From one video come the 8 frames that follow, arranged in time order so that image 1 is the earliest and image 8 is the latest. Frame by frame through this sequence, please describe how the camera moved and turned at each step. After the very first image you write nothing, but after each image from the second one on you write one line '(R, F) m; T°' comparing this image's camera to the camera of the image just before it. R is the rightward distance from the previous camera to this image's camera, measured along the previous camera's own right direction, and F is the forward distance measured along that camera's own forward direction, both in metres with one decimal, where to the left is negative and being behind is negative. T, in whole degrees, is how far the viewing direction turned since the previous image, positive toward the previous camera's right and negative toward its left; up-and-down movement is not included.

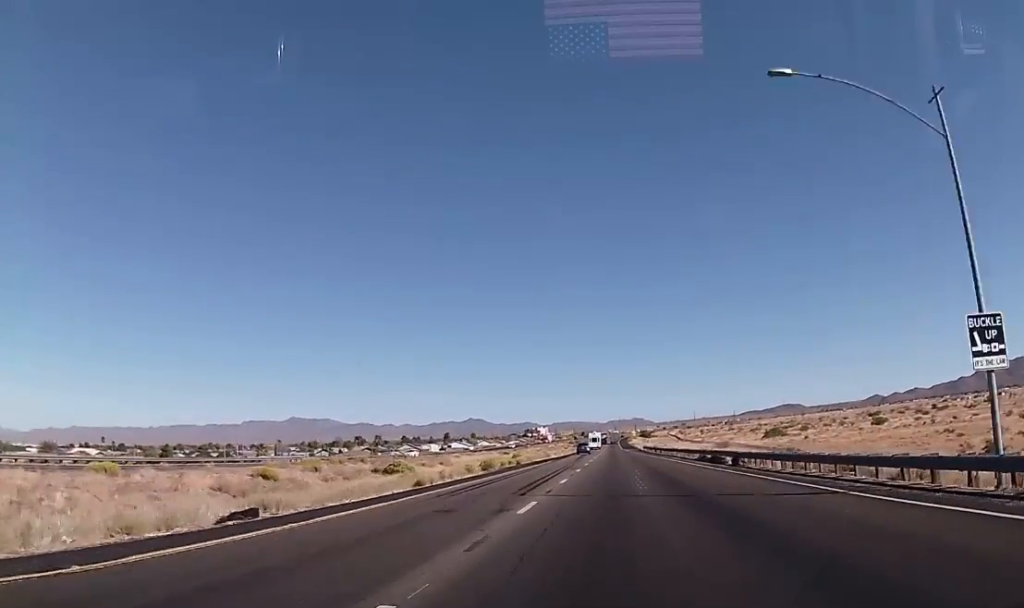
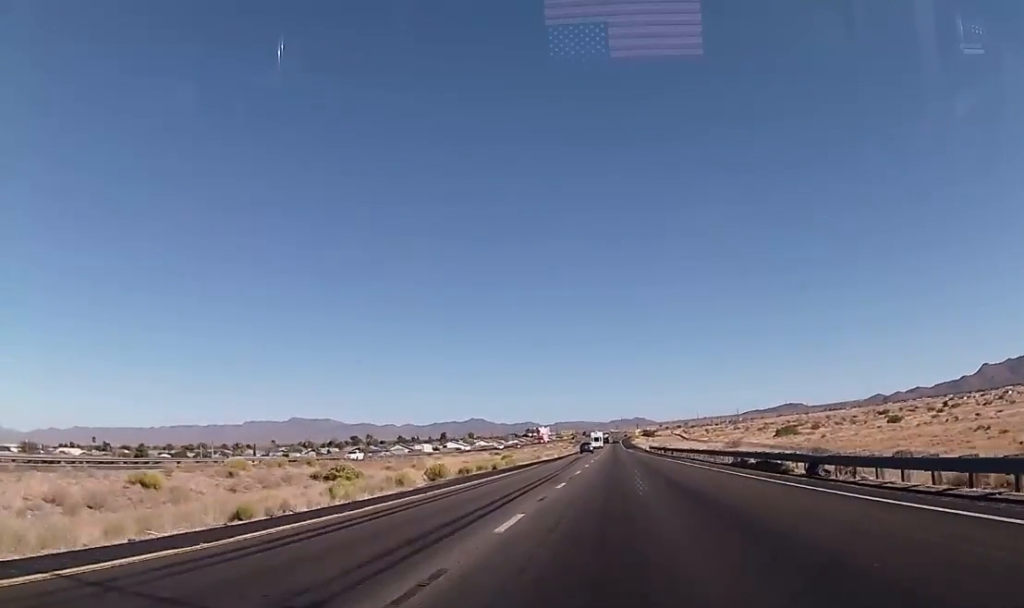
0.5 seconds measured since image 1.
(0.0, +15.8) m; 0°
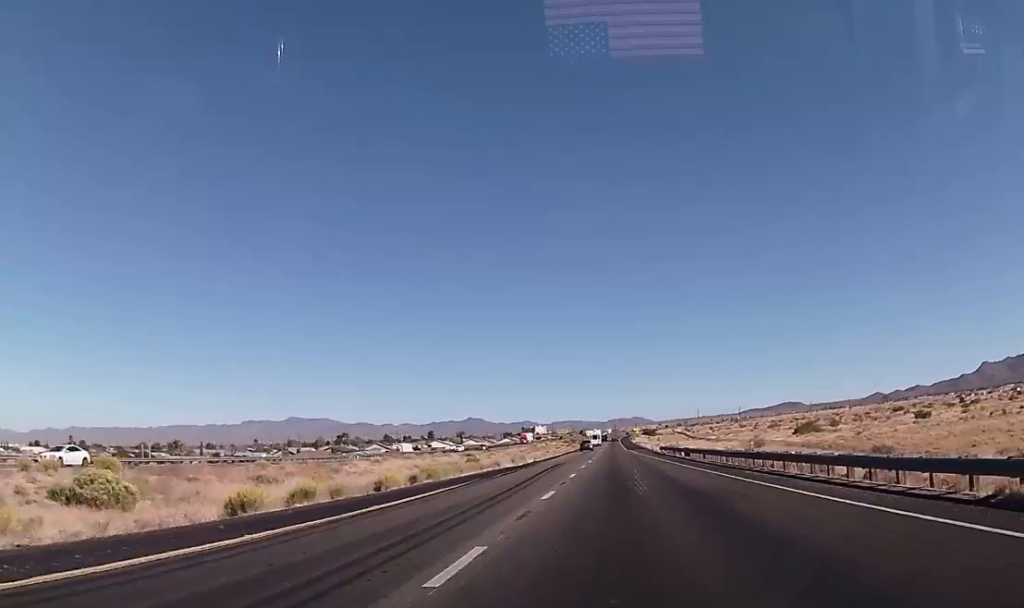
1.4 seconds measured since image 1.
(+0.2, +29.6) m; 0°
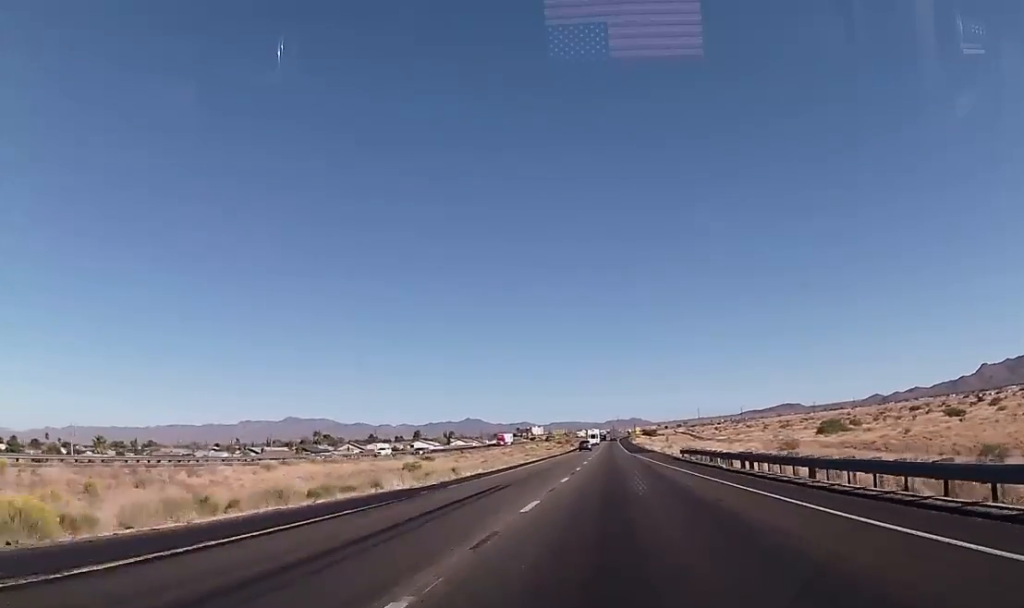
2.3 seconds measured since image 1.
(+0.1, +28.6) m; 0°
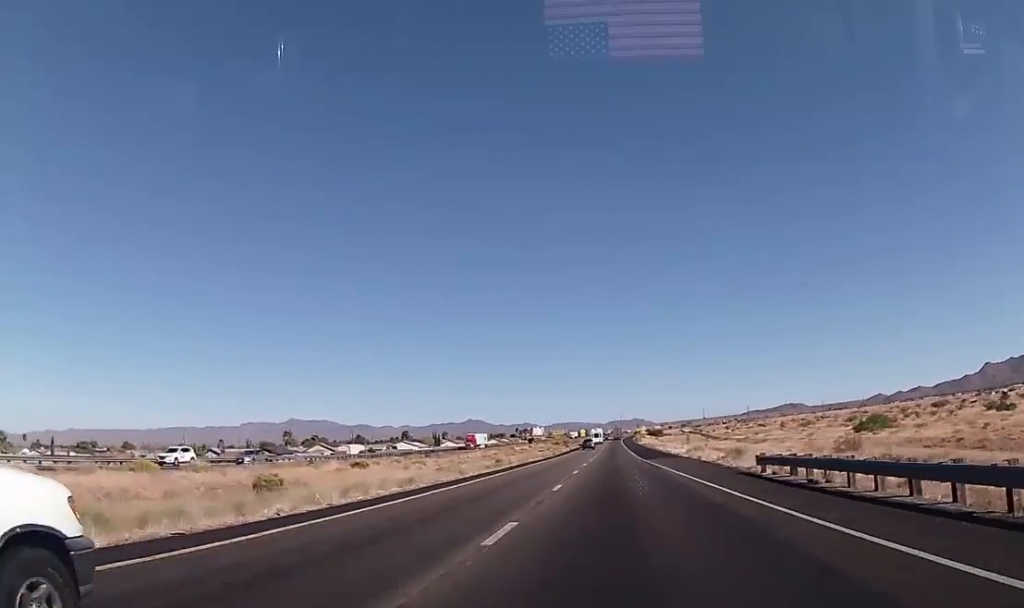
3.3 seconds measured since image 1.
(-0.3, +29.7) m; -1°
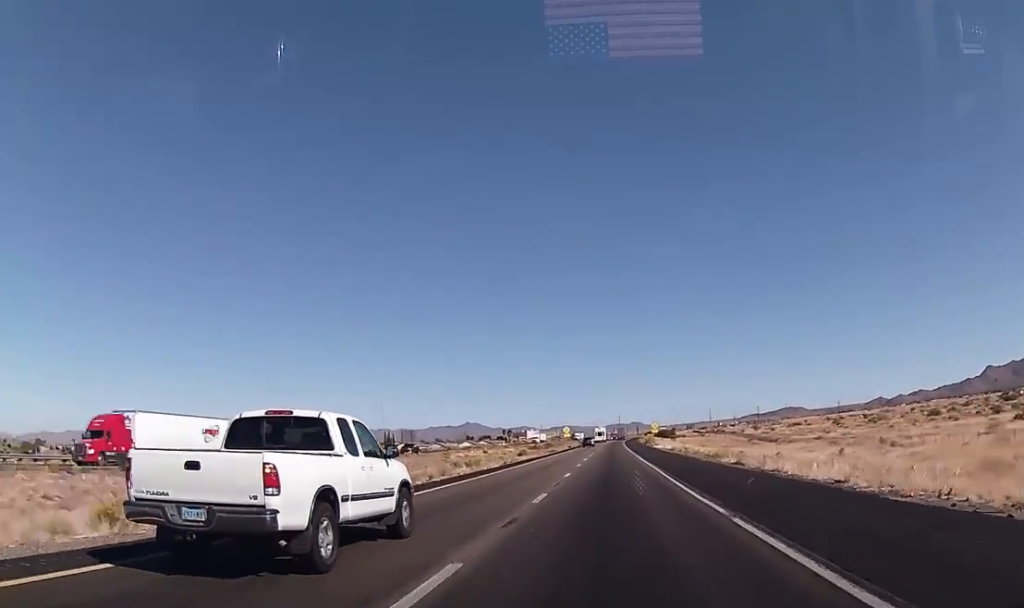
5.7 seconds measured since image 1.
(+0.8, +78.2) m; +1°
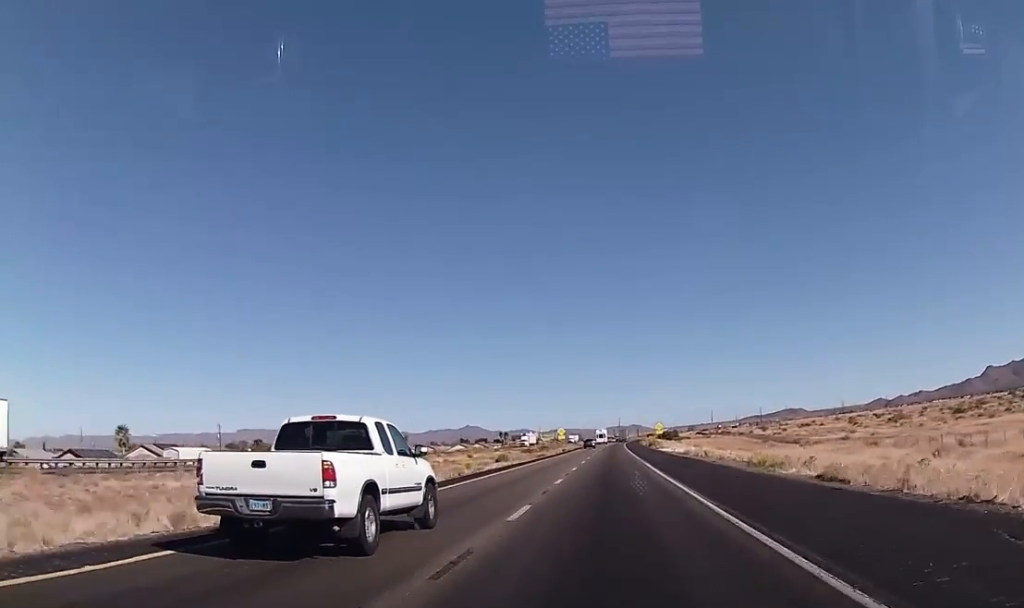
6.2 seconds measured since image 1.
(0.0, +16.2) m; 0°
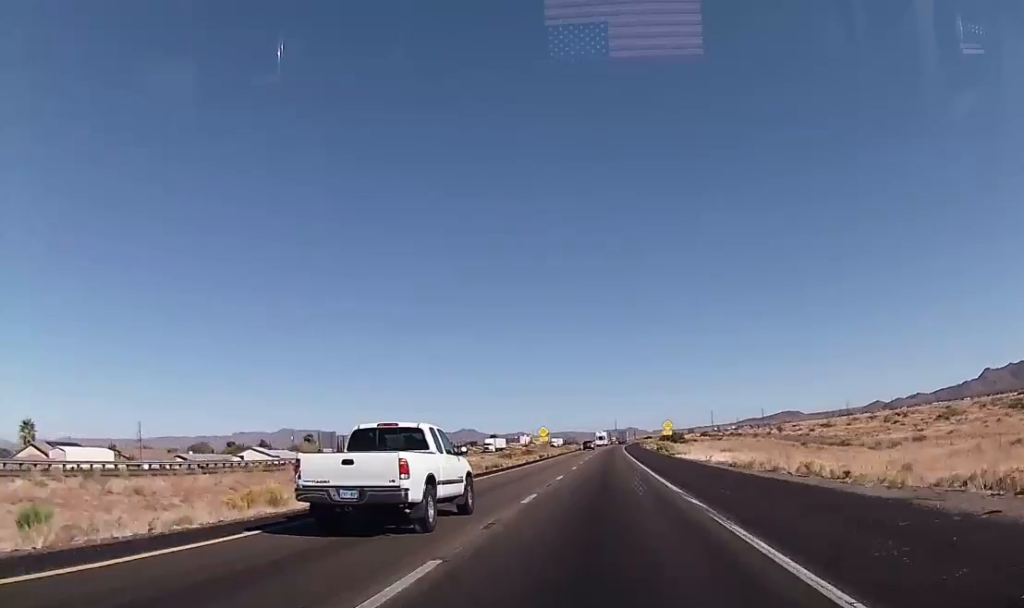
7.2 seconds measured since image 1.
(-0.4, +32.5) m; 0°
